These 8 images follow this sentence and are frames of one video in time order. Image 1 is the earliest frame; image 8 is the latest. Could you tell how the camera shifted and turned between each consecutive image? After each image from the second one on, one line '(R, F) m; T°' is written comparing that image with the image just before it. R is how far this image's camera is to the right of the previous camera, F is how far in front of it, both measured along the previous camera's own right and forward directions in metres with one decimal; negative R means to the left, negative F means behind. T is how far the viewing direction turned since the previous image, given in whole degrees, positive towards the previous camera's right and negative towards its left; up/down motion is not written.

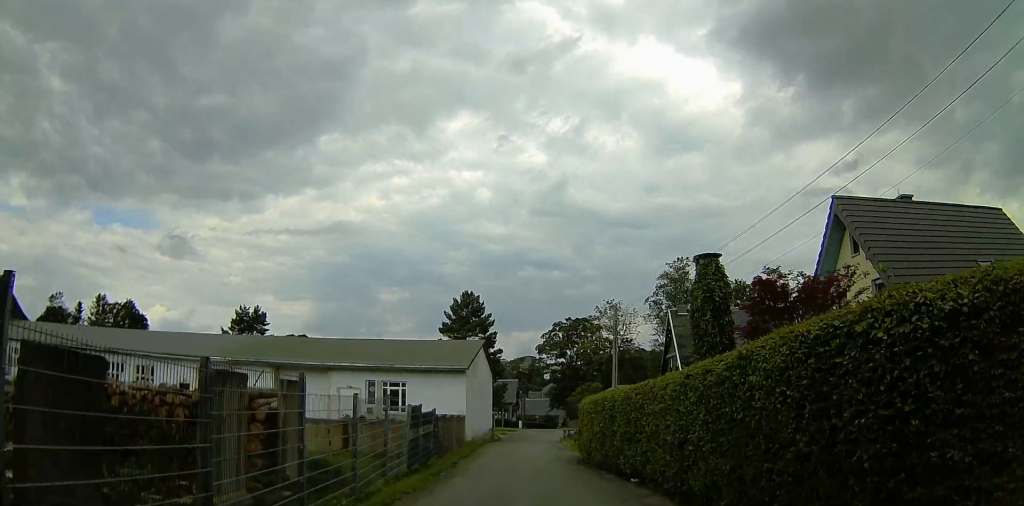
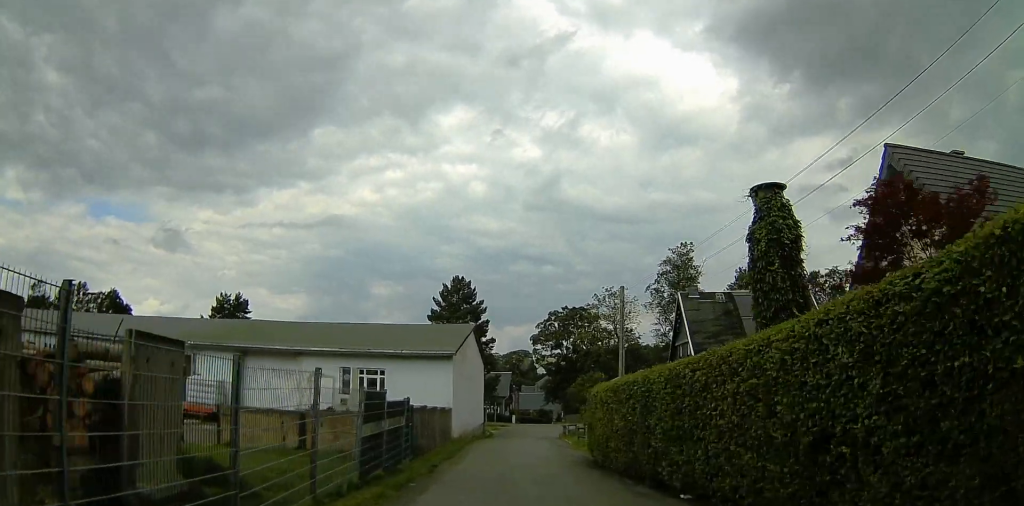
(-0.6, +4.5) m; 0°
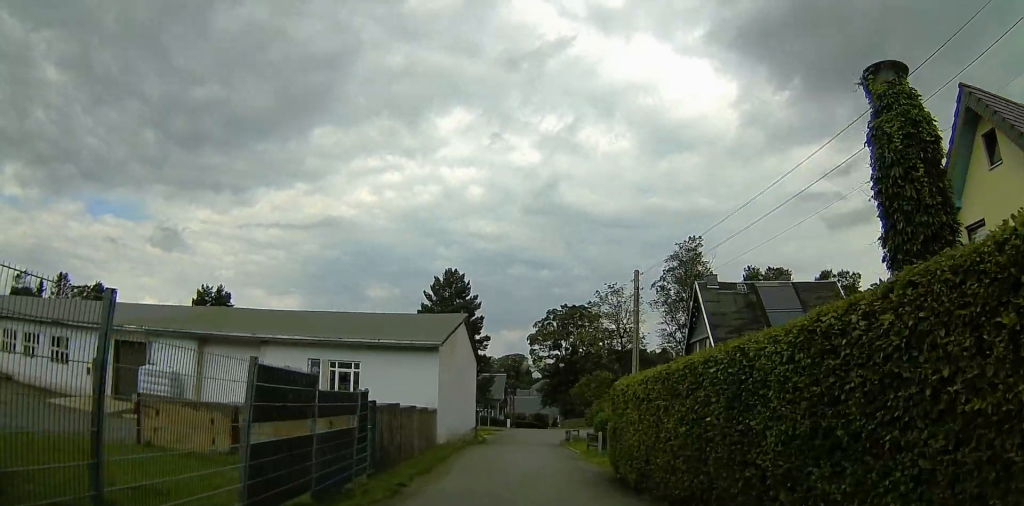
(+0.5, +4.8) m; 0°
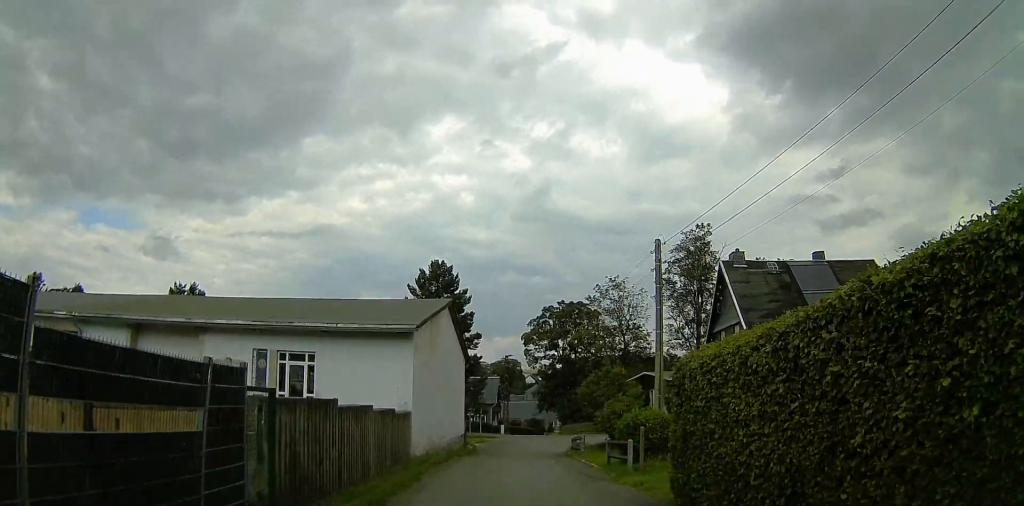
(+0.1, +5.8) m; 0°
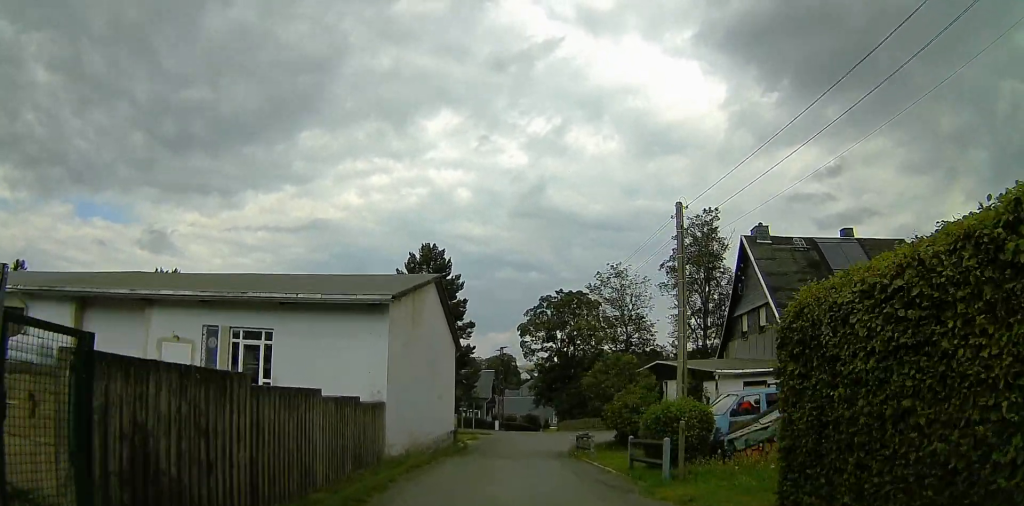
(-0.5, +3.7) m; 0°
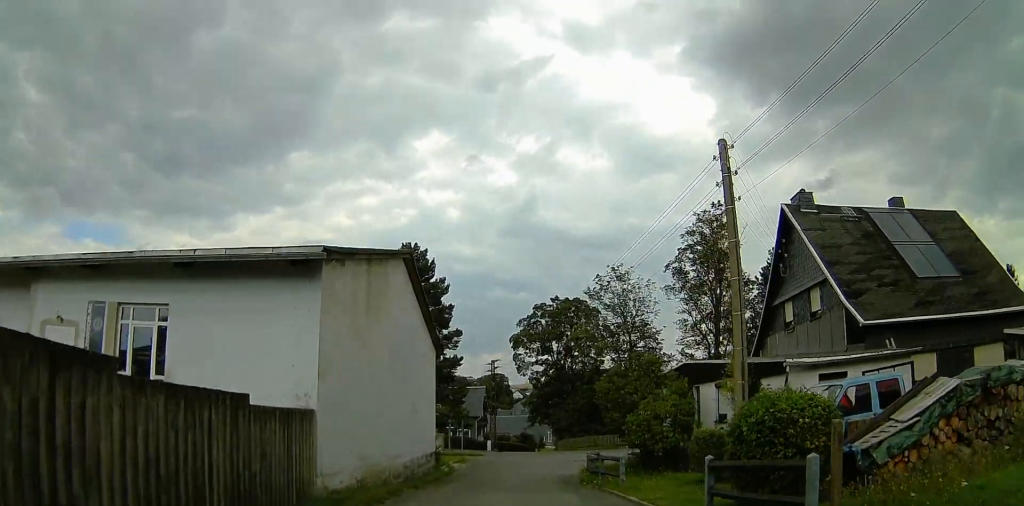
(+0.4, +5.6) m; +4°
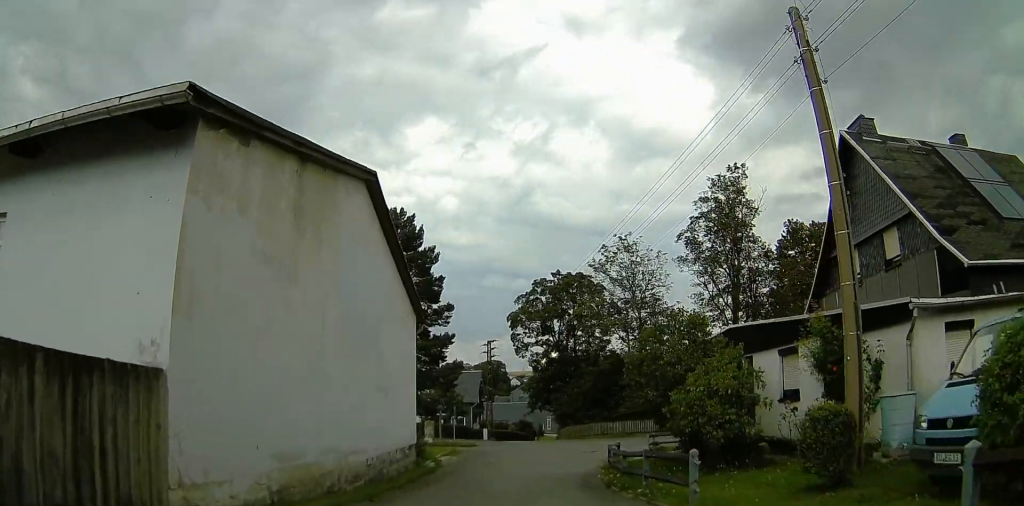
(+0.3, +5.2) m; +3°
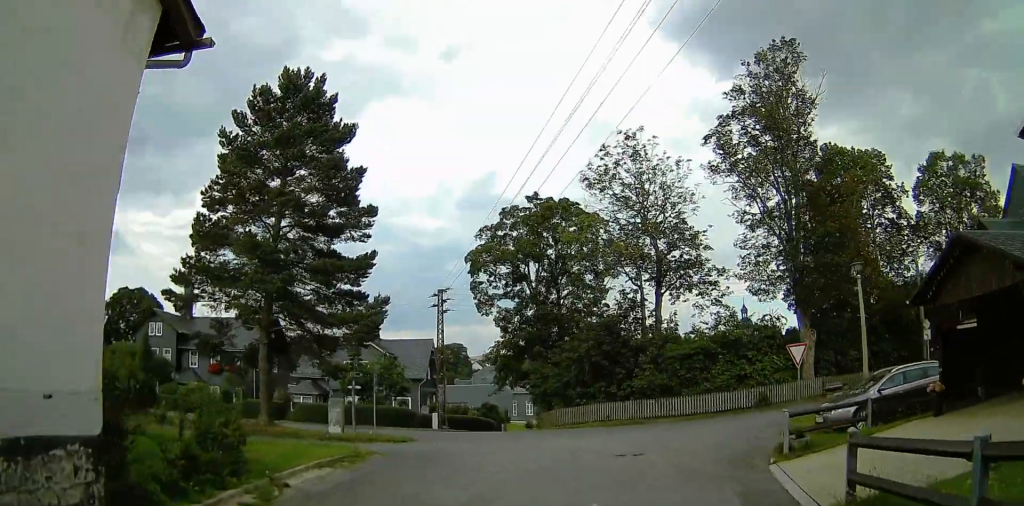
(0.0, +16.2) m; 0°
